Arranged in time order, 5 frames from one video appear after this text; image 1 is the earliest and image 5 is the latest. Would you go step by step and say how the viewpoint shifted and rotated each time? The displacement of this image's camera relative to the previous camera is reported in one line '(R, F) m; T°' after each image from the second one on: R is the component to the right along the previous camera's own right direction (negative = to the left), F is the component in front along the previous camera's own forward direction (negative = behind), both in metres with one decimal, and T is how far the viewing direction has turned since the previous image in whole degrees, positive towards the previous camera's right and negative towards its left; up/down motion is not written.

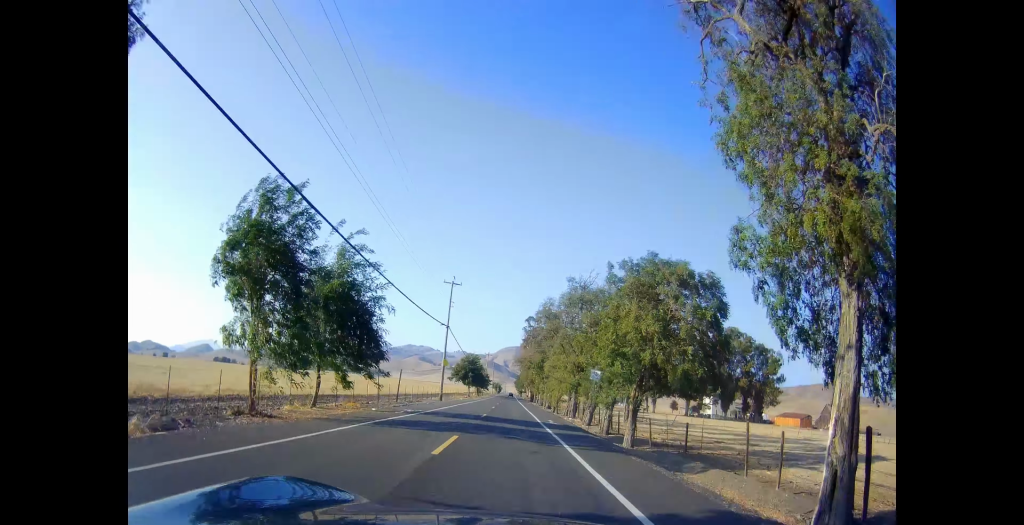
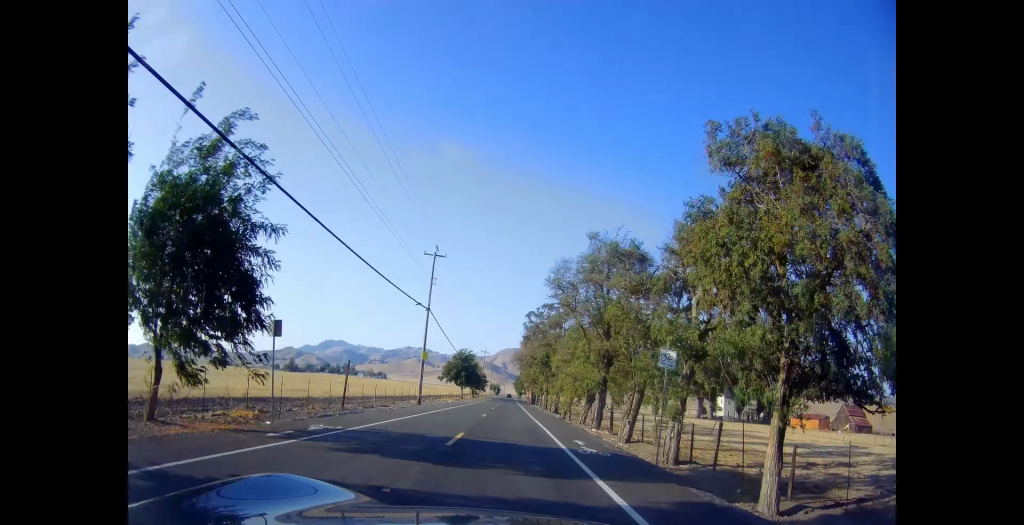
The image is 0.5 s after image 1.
(0.0, +13.0) m; 0°
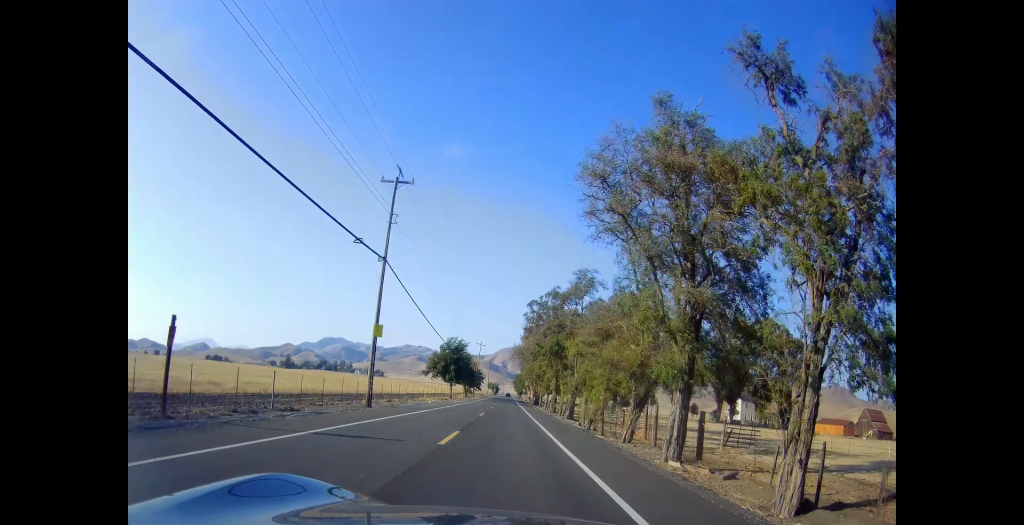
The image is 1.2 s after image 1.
(0.0, +16.0) m; +1°
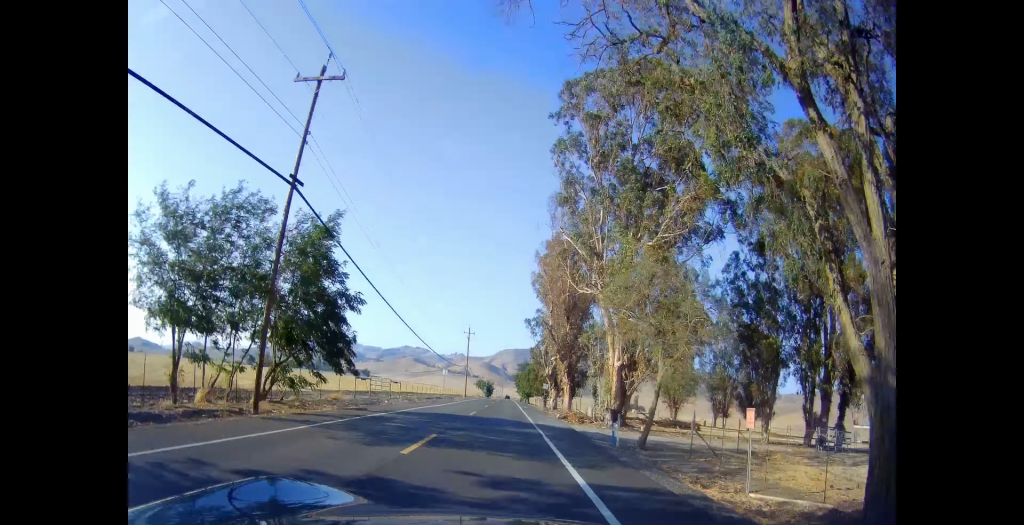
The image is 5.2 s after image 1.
(+0.1, +94.2) m; -1°
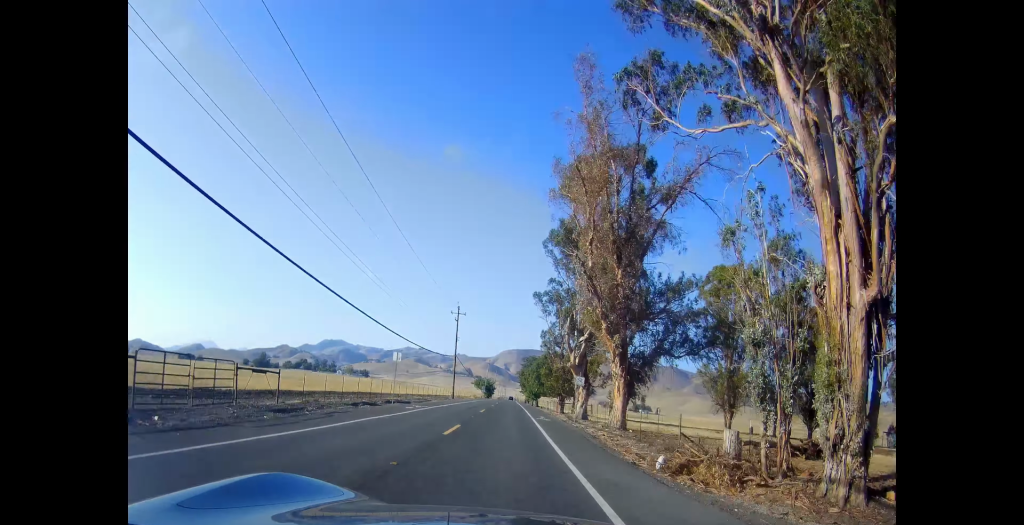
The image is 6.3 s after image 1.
(0.0, +26.0) m; 0°
